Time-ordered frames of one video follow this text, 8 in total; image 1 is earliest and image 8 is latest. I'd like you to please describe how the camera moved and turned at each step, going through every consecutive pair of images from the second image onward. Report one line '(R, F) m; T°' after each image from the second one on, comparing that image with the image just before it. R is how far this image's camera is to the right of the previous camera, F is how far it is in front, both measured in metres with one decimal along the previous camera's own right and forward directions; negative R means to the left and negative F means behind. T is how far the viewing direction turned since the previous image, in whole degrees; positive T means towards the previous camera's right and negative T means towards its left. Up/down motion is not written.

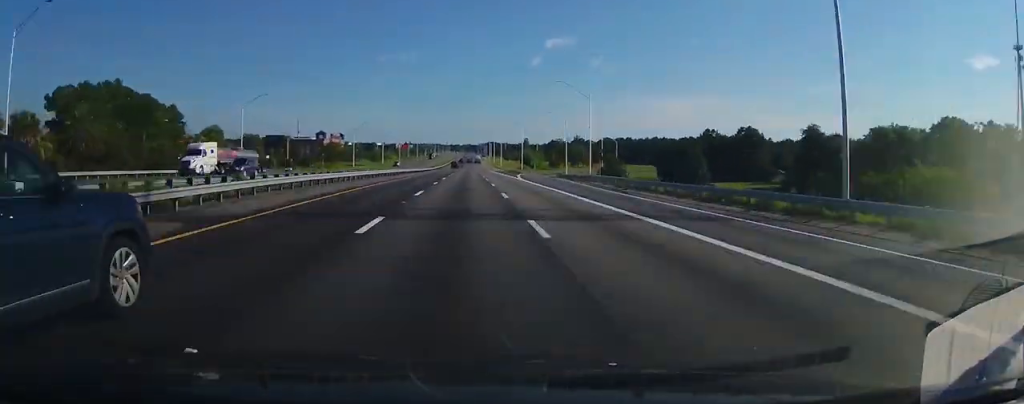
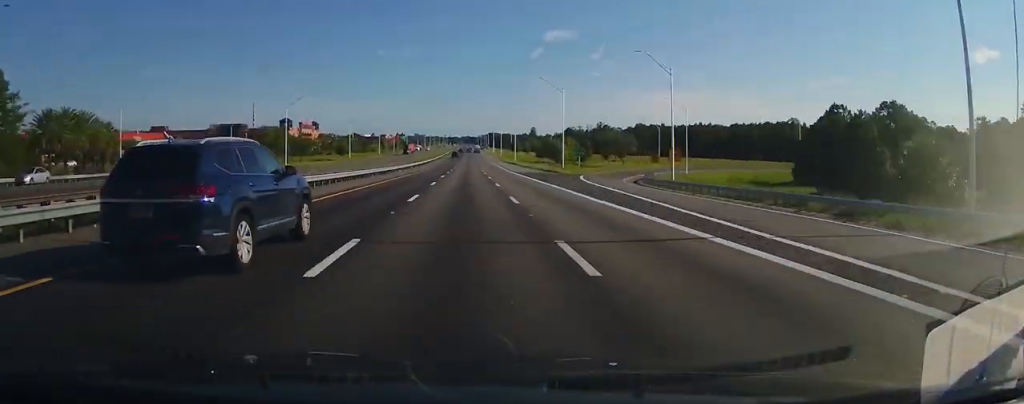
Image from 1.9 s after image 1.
(-0.1, +65.4) m; 0°
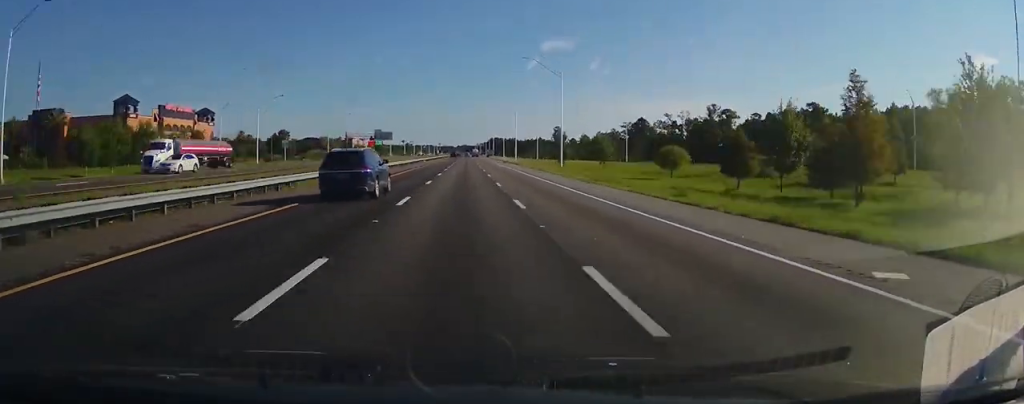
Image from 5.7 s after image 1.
(-0.2, +136.0) m; 0°
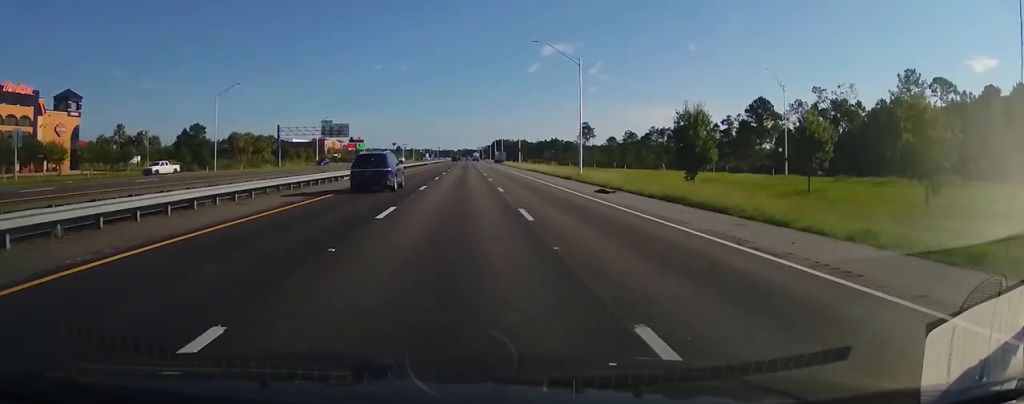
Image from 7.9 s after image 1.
(-0.6, +74.9) m; 0°
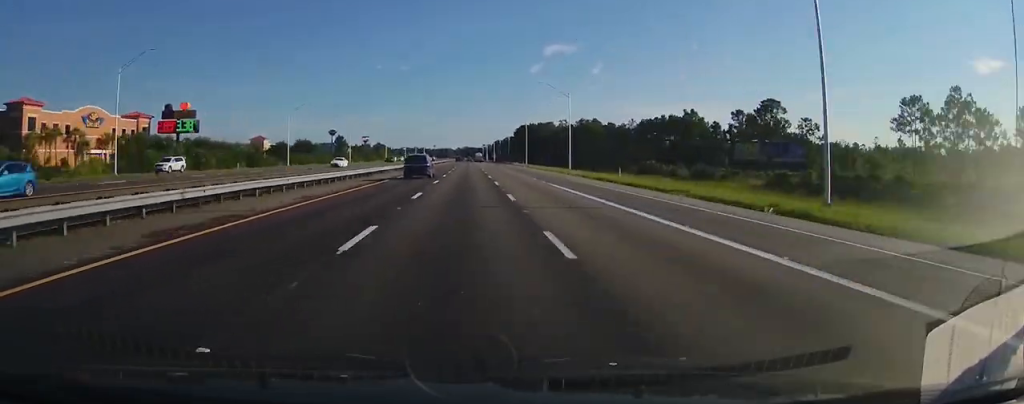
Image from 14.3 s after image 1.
(+1.1, +224.3) m; 0°
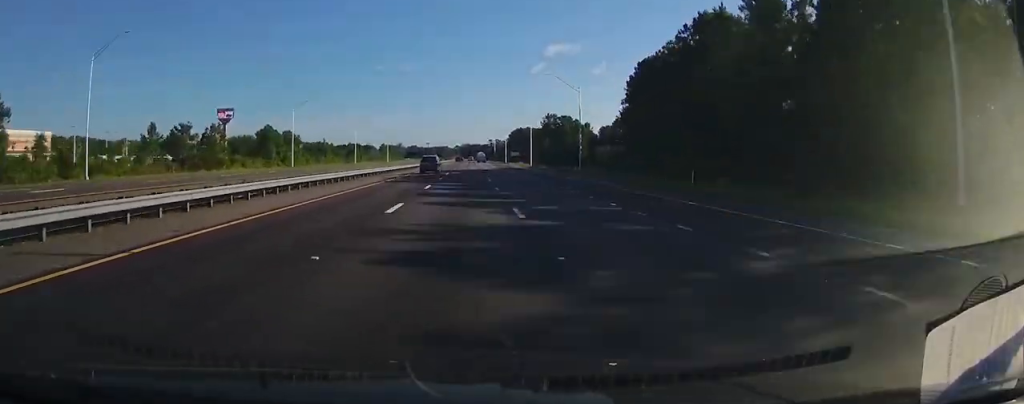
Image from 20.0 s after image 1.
(-0.9, +201.8) m; 0°
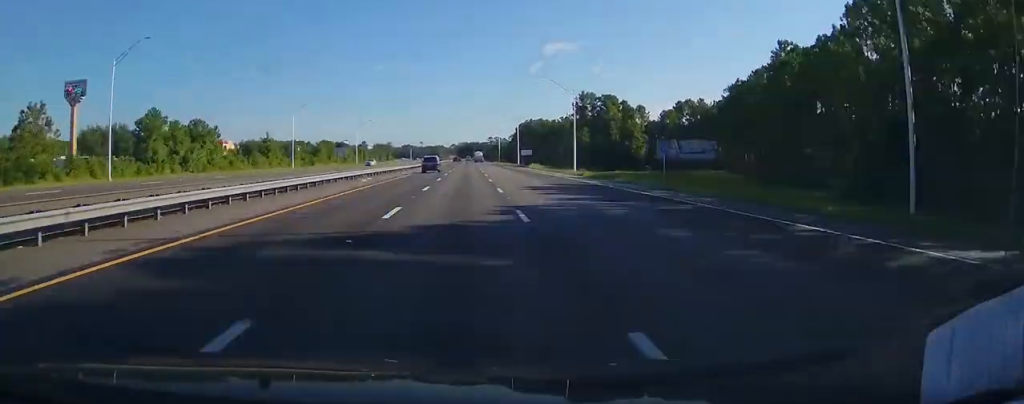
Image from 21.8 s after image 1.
(0.0, +61.2) m; 0°
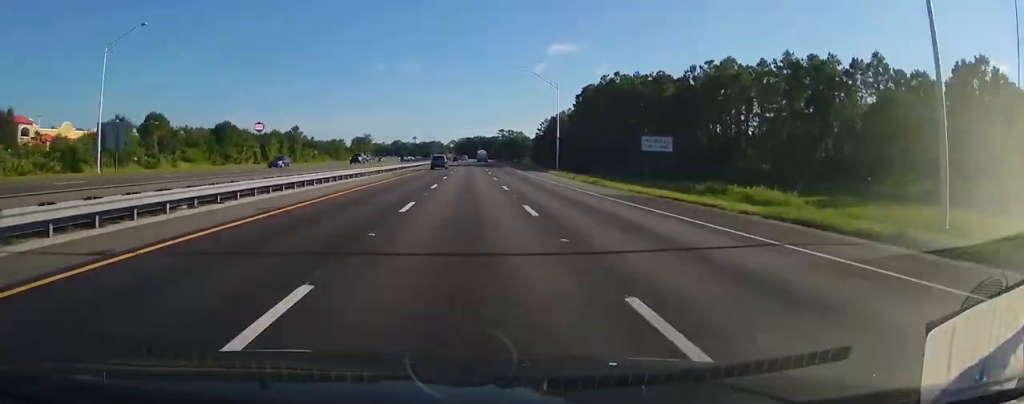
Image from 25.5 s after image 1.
(0.0, +131.9) m; 0°
